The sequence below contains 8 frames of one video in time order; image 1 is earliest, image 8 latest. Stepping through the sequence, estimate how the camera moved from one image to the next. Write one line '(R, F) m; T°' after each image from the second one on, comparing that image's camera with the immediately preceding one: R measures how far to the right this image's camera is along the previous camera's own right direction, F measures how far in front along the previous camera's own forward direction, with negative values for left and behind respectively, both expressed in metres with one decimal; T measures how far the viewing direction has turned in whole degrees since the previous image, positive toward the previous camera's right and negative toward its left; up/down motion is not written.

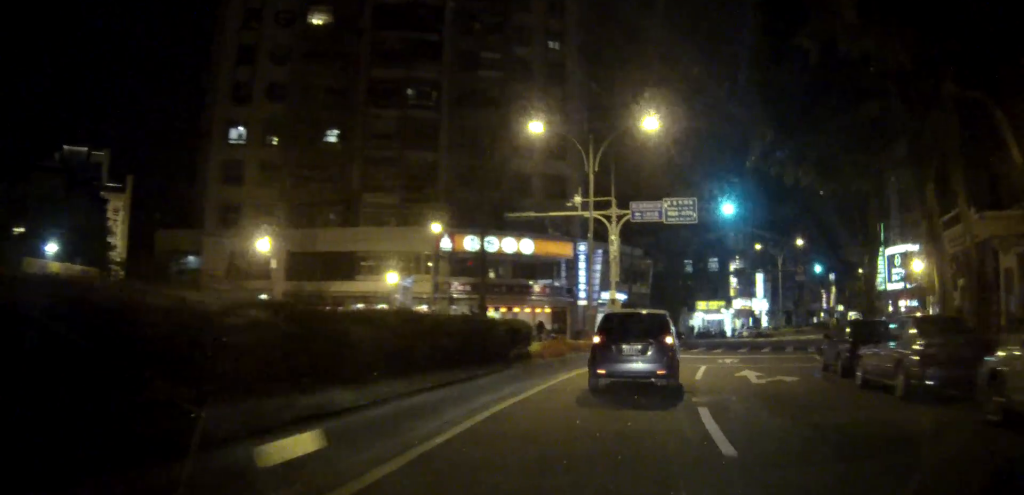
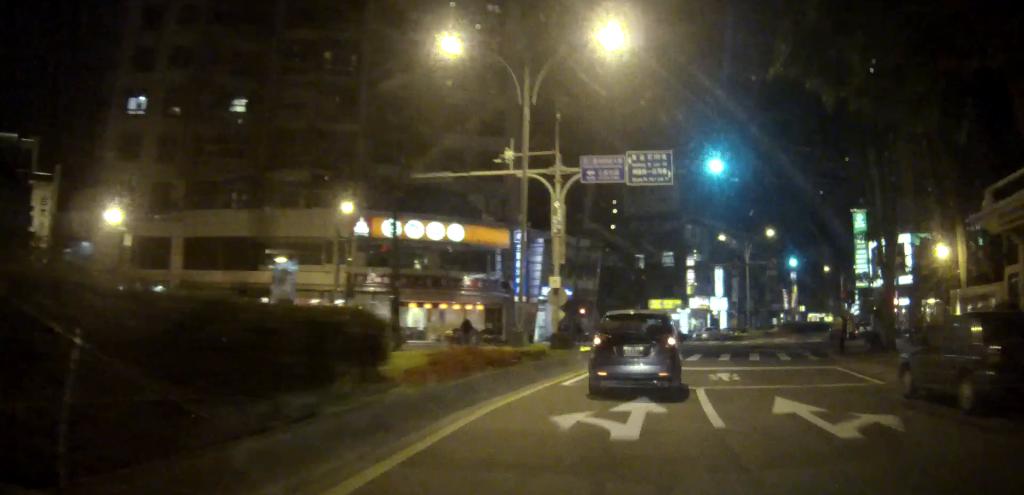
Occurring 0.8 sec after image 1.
(+0.3, +8.3) m; +4°
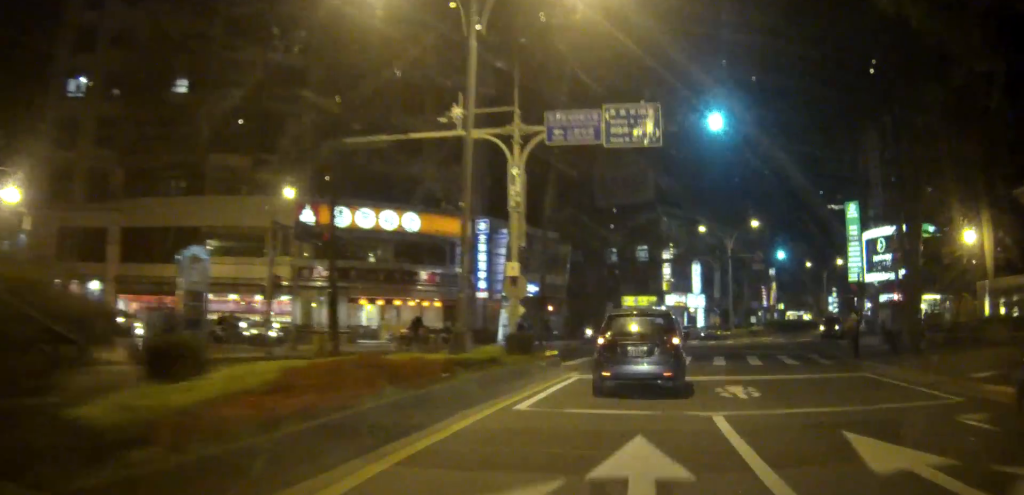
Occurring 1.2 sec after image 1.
(+0.1, +4.6) m; +1°
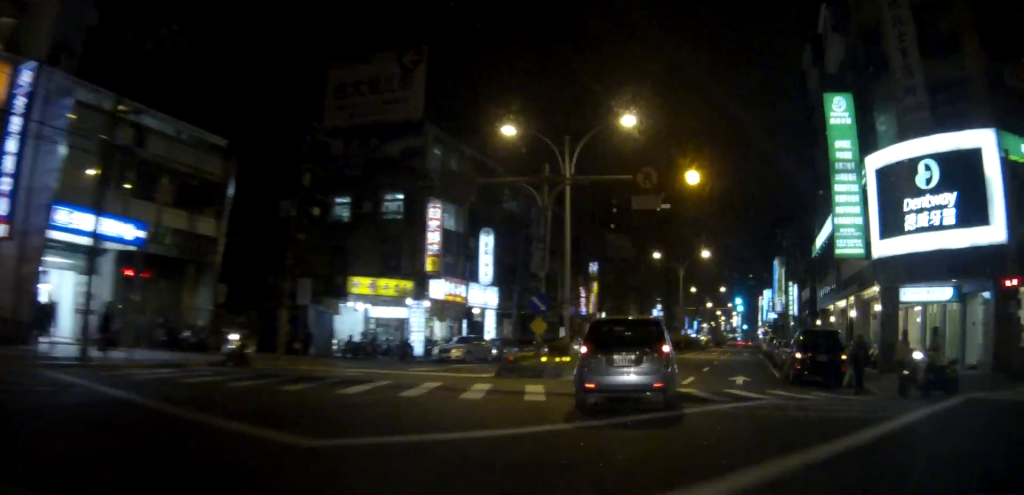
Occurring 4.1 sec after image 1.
(+1.1, +29.8) m; +9°
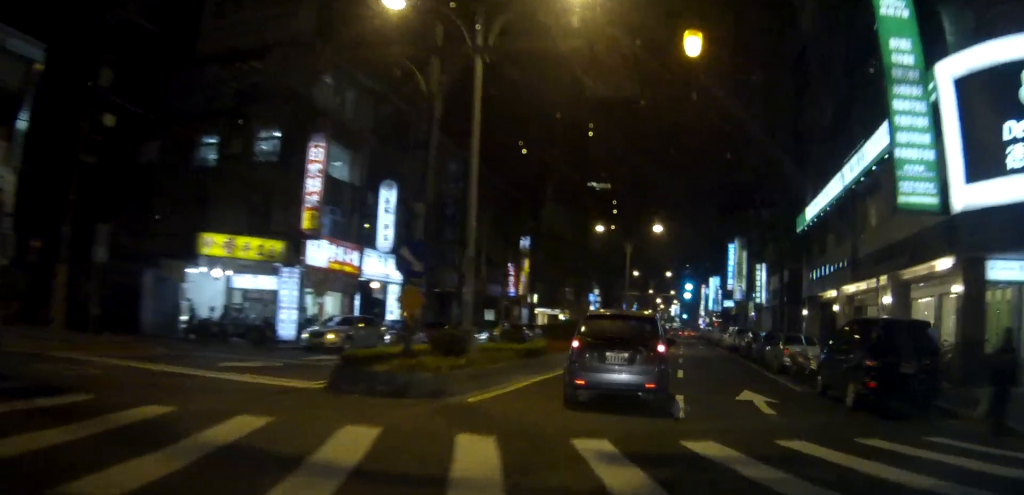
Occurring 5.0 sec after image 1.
(+0.7, +9.3) m; +10°
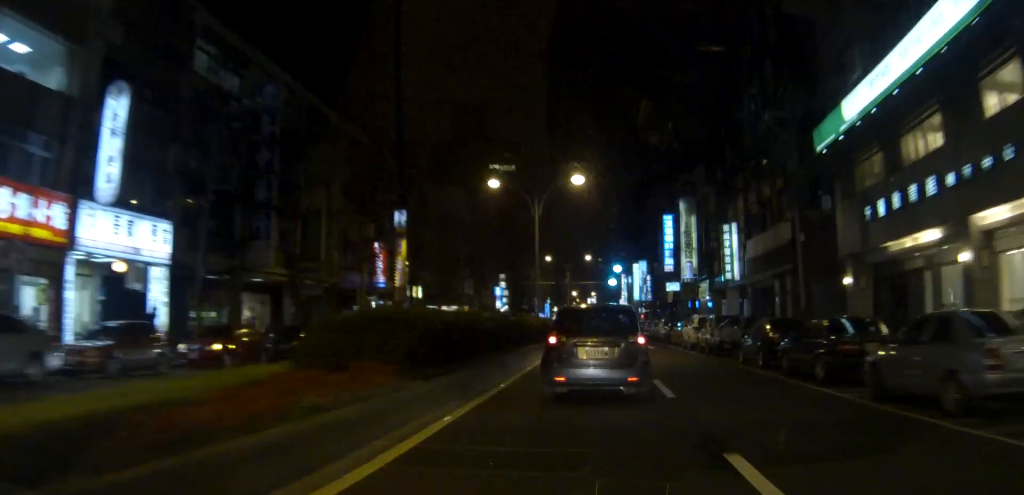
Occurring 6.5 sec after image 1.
(+2.0, +15.4) m; +10°
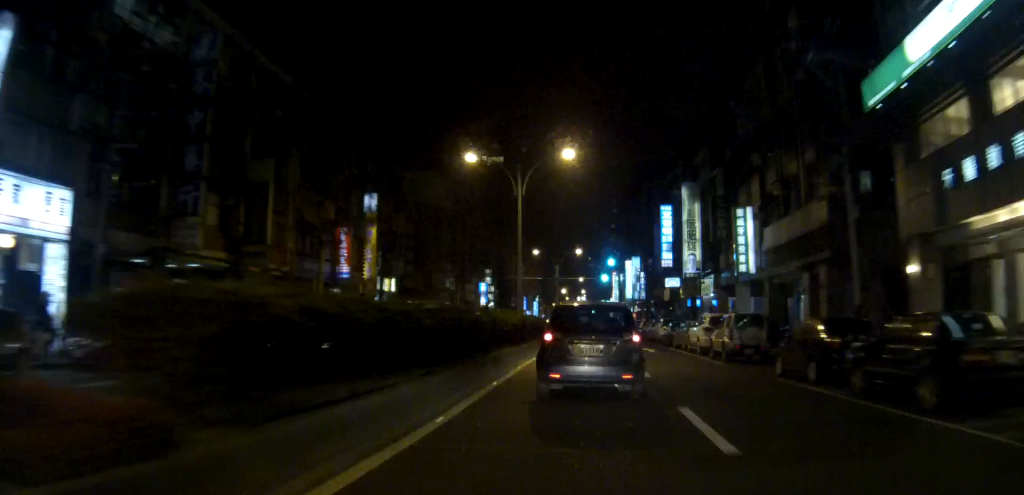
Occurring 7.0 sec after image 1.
(0.0, +5.0) m; +2°
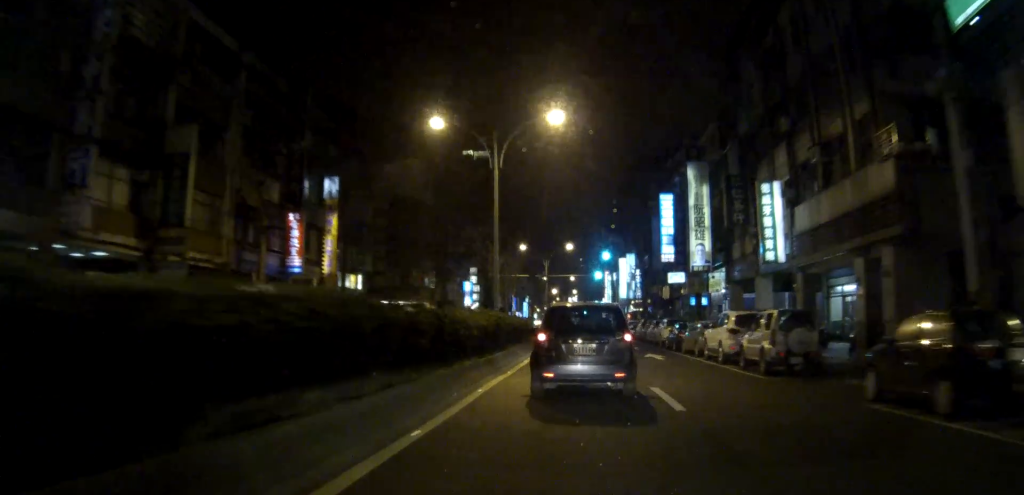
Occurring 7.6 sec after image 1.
(+0.2, +5.7) m; +2°
